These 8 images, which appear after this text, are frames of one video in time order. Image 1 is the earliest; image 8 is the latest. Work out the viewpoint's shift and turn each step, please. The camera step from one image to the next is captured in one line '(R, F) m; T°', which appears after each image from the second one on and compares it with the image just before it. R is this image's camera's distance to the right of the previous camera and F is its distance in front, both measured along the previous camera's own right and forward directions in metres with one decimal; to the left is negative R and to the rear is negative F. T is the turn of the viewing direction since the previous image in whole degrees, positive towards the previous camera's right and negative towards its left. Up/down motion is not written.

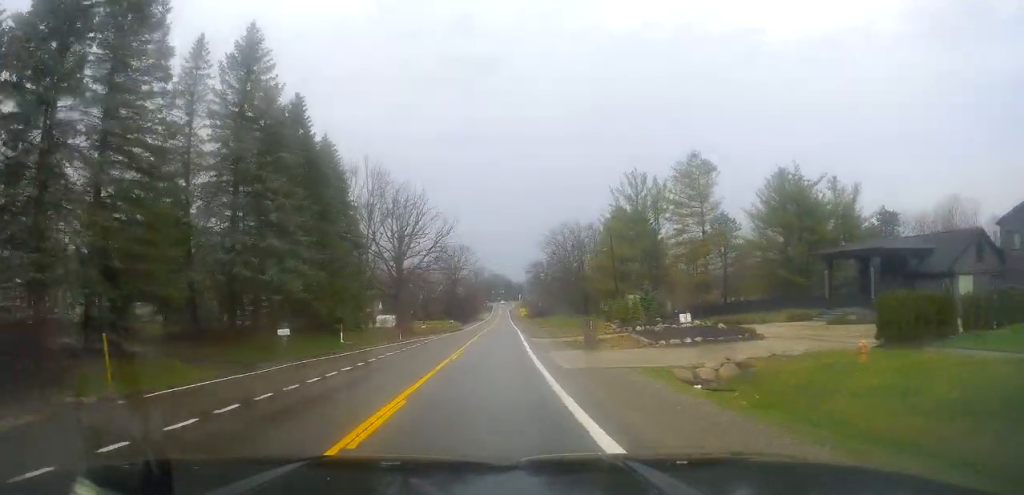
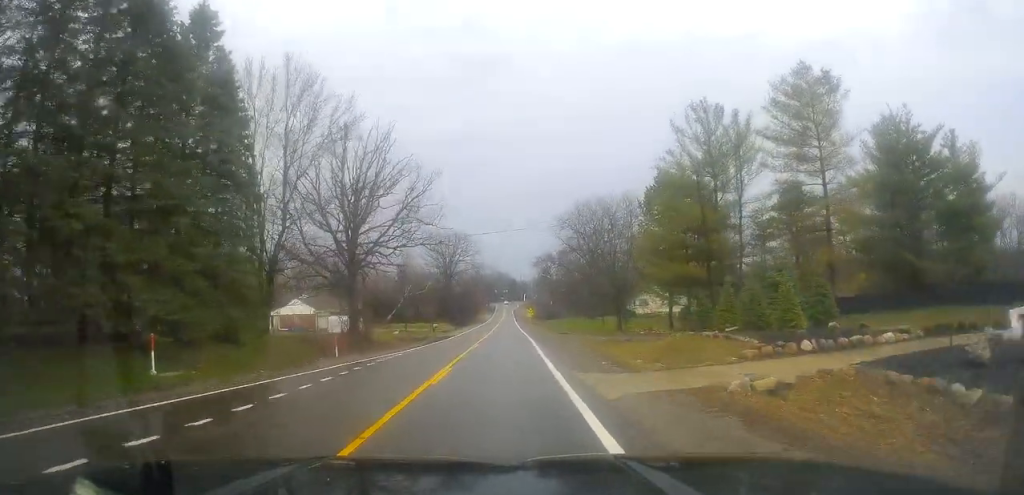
(-0.4, +22.8) m; 0°
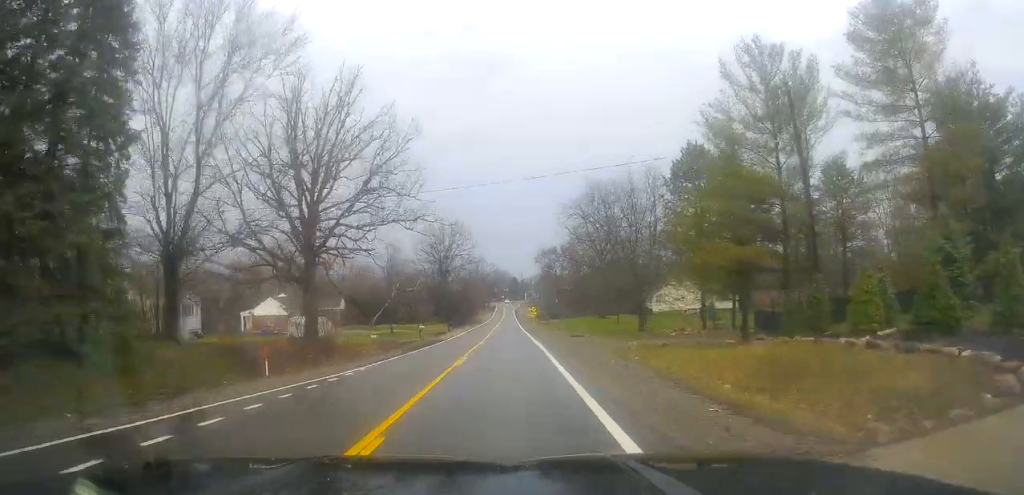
(+0.3, +10.5) m; +1°
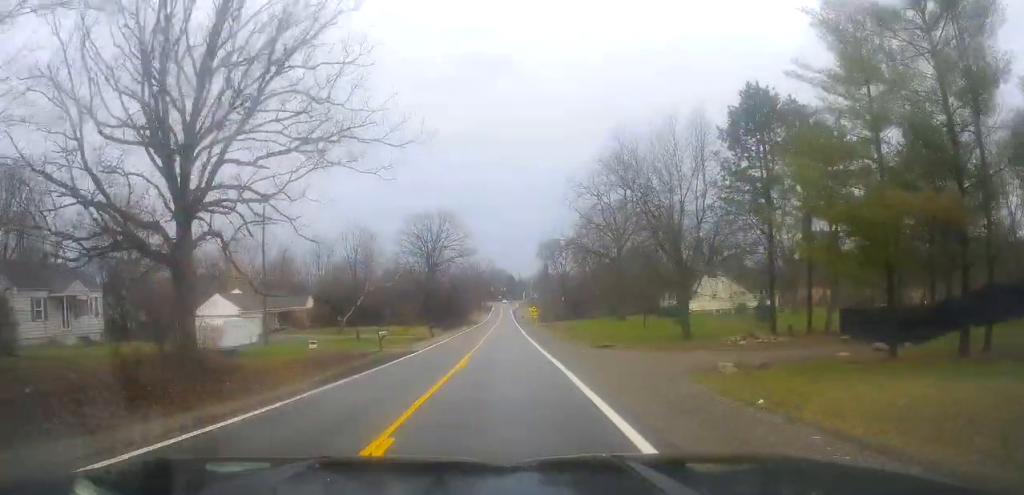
(+0.3, +14.9) m; 0°
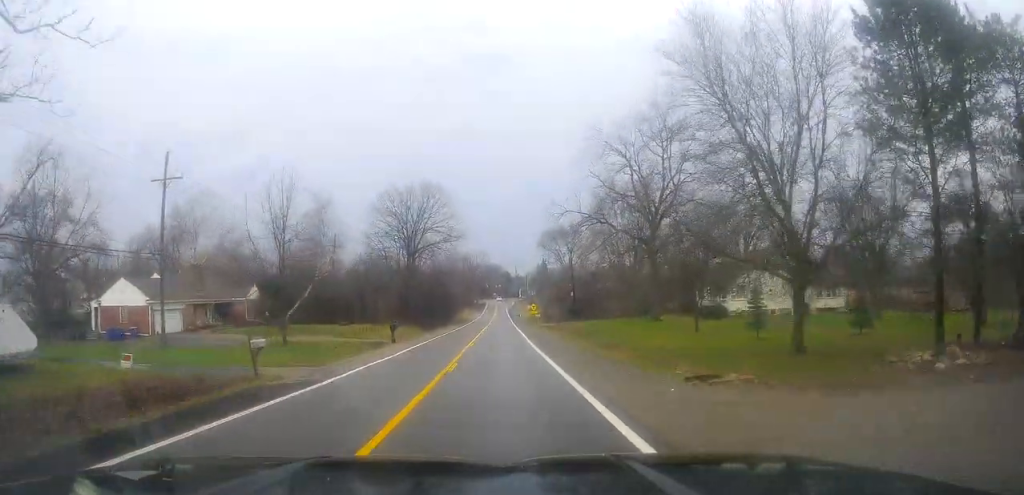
(-0.3, +17.7) m; -2°
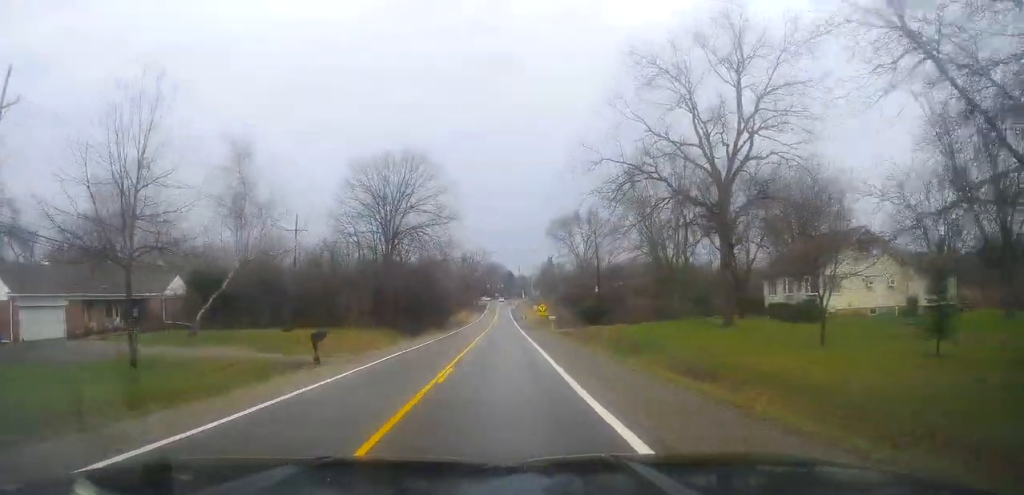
(-0.3, +17.1) m; +1°
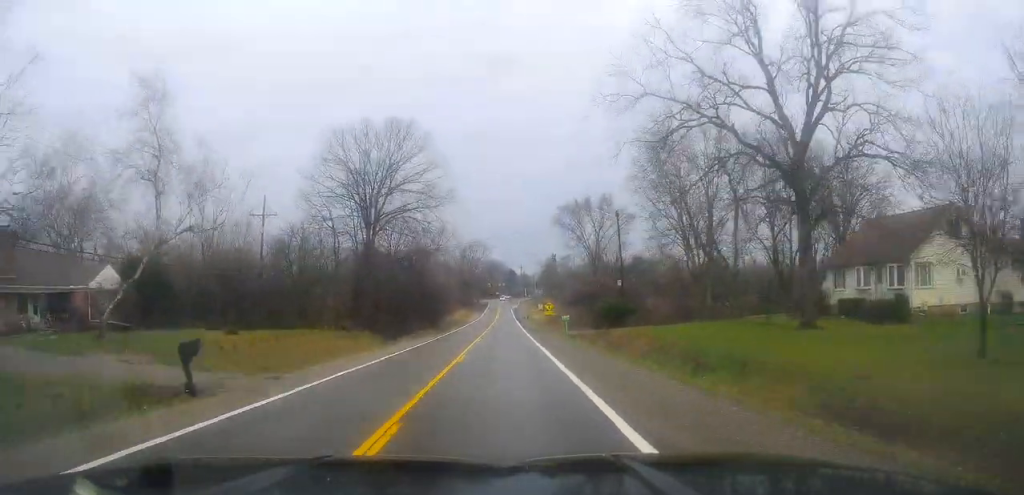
(+0.4, +10.1) m; 0°
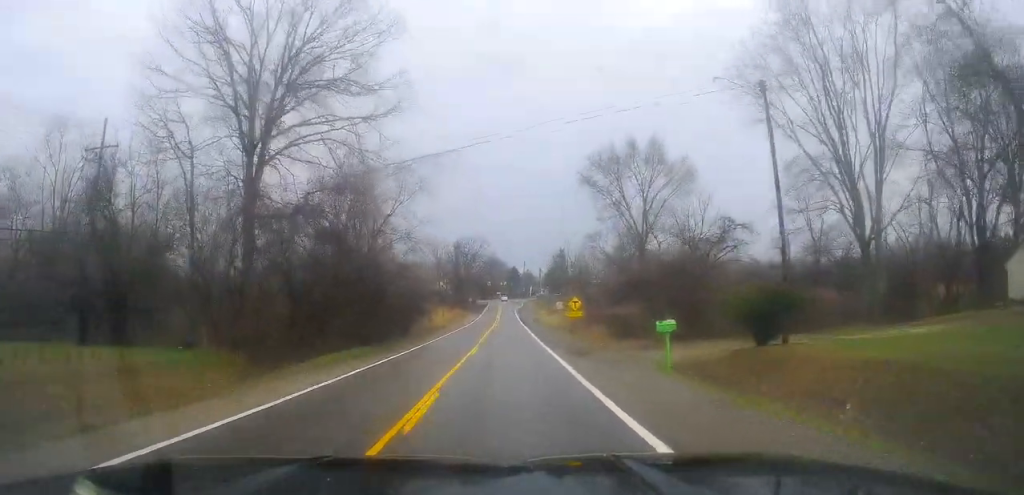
(-0.5, +26.5) m; -1°
